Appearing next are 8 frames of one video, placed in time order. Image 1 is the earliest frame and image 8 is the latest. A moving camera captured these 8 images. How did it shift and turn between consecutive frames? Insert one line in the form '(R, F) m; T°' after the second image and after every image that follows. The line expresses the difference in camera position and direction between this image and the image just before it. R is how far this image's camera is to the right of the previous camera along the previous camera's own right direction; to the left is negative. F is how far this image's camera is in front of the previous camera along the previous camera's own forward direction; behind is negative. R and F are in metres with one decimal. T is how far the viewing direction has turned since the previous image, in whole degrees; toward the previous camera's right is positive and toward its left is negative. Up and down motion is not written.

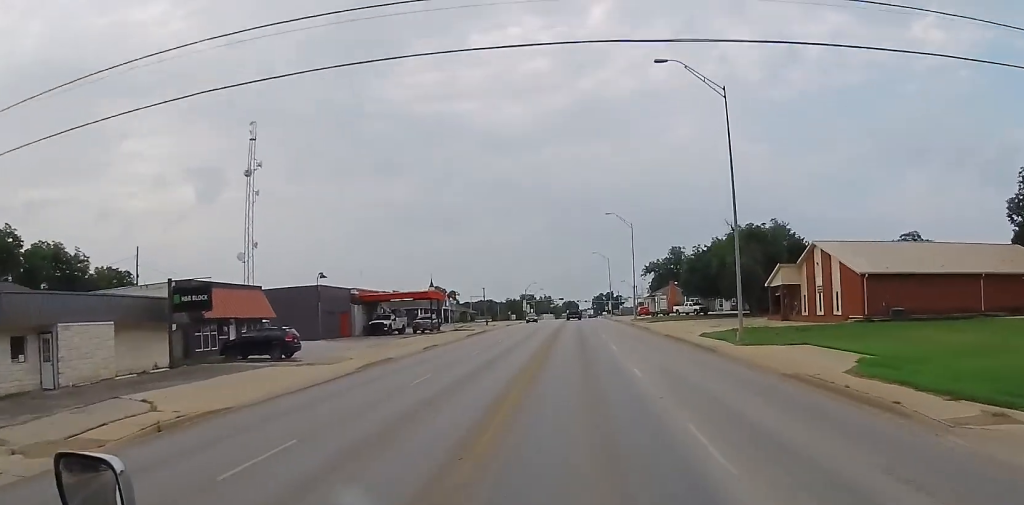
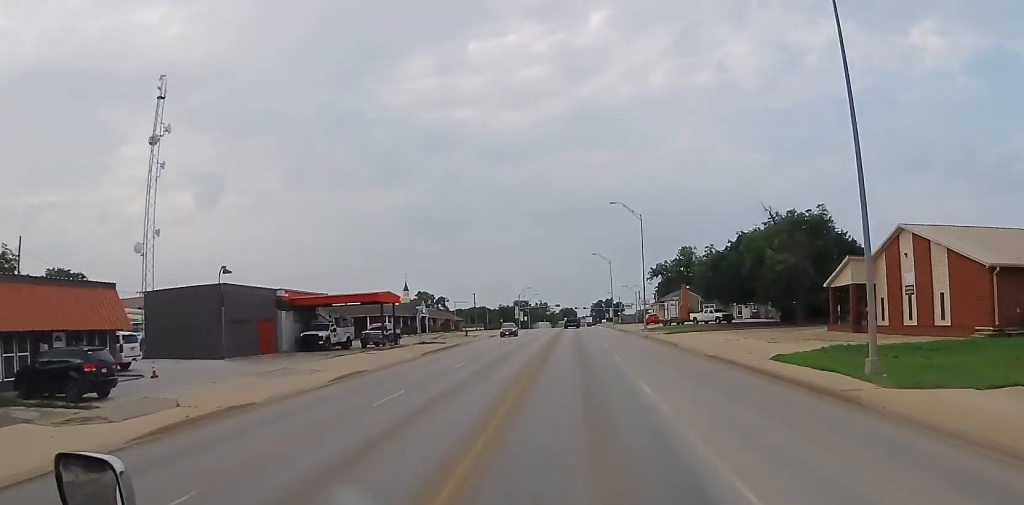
(+0.3, +15.9) m; +2°
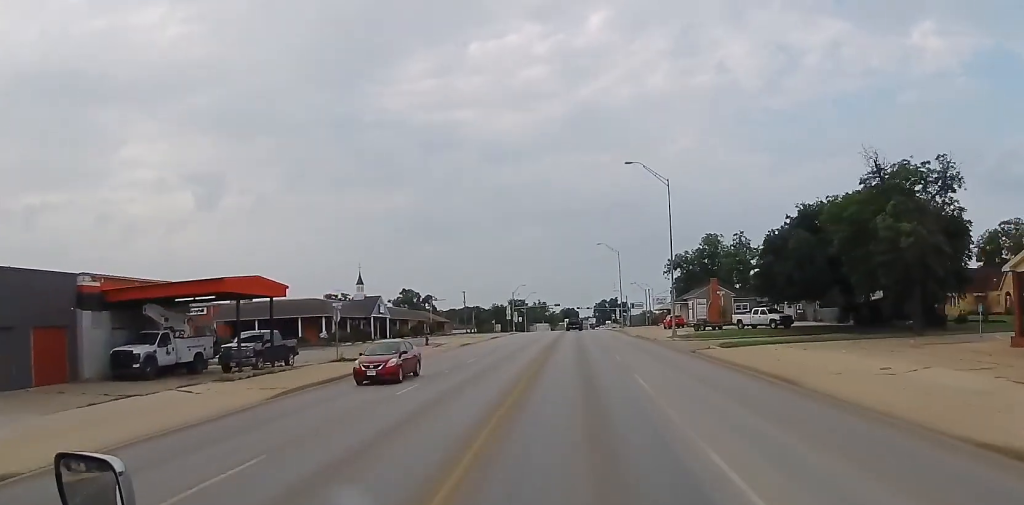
(+0.2, +21.9) m; -1°
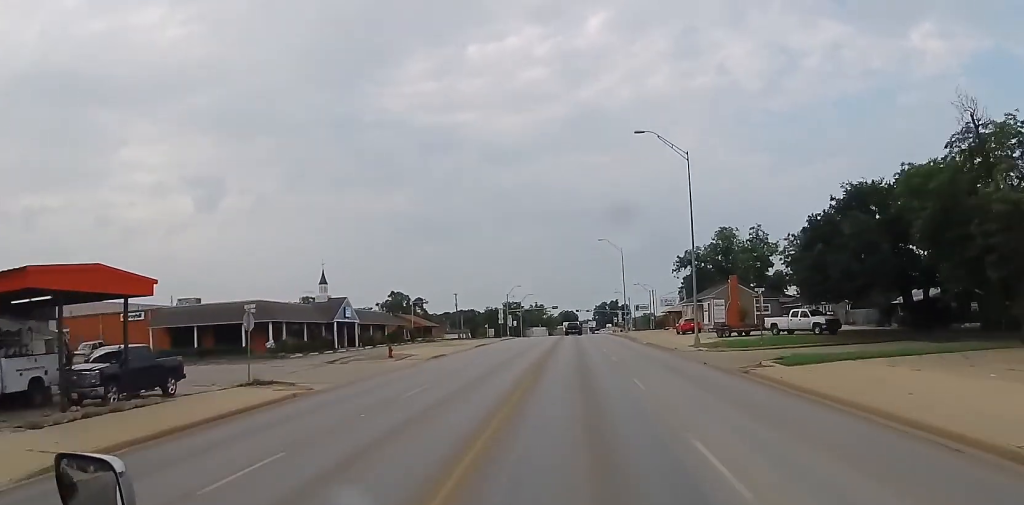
(-0.3, +11.0) m; -1°
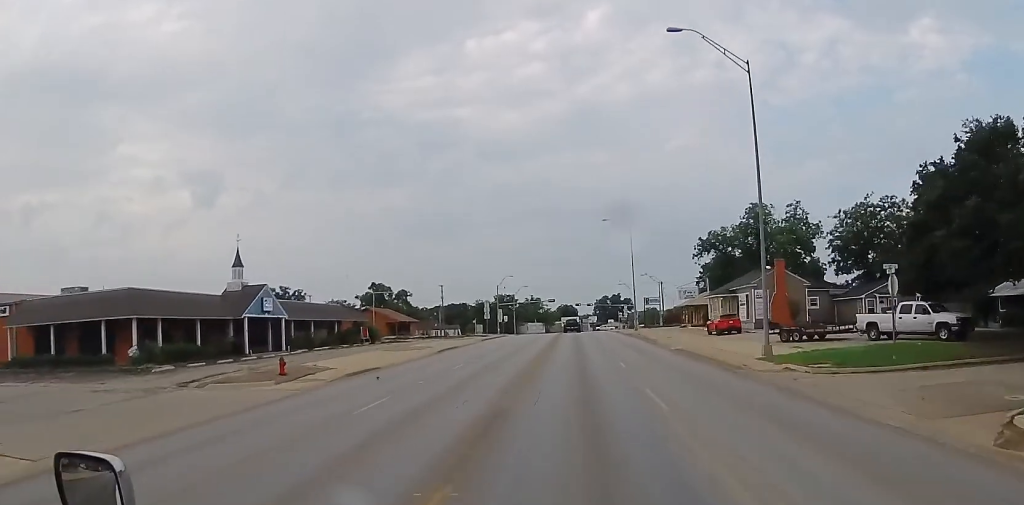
(-0.1, +17.3) m; +1°
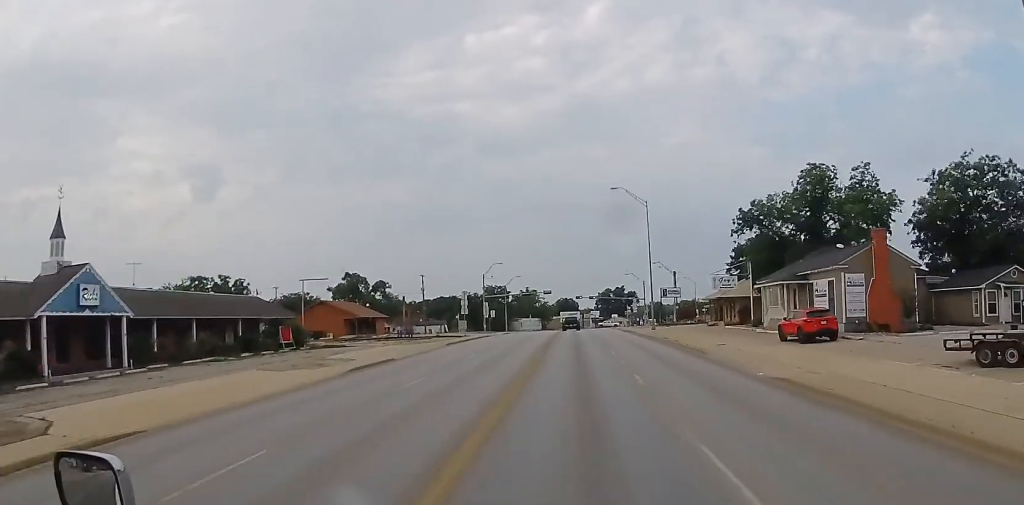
(+0.6, +19.8) m; +1°
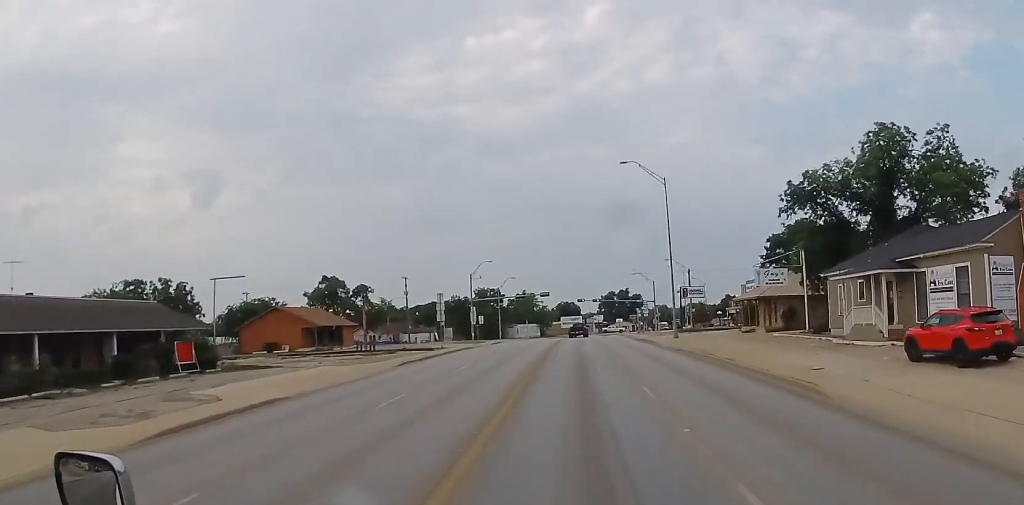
(-0.2, +14.6) m; -1°
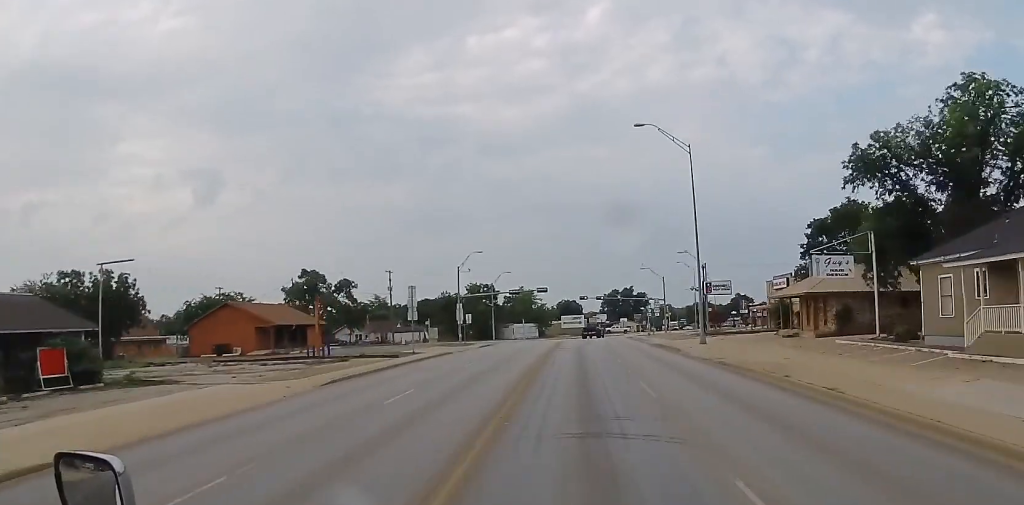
(-0.2, +11.5) m; 0°
